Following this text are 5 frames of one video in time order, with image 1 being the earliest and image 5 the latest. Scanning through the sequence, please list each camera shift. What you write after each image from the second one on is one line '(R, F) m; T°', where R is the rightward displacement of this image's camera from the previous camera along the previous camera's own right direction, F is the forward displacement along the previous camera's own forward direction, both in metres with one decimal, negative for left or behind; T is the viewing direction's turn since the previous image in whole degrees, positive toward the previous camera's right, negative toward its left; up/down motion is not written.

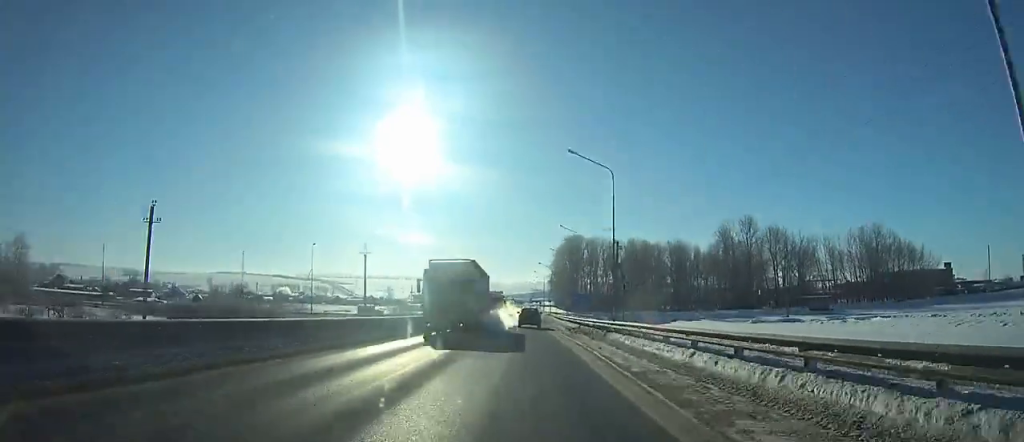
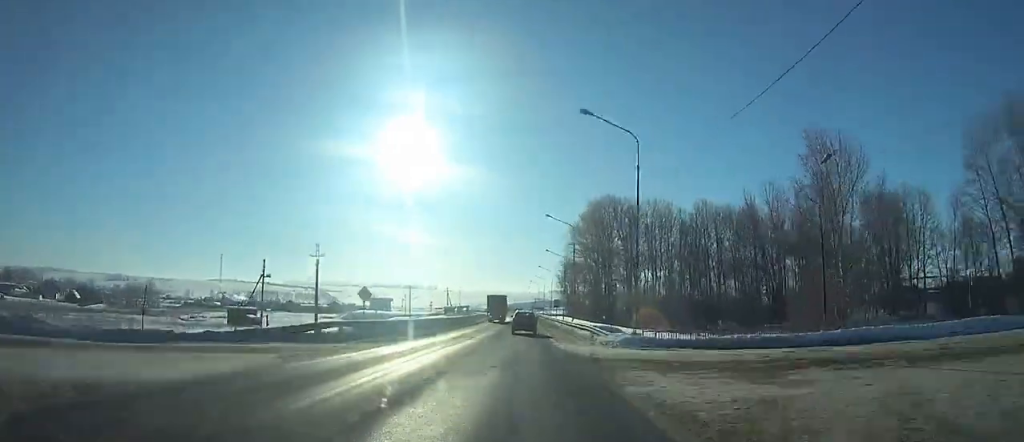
(-0.4, +89.5) m; 0°
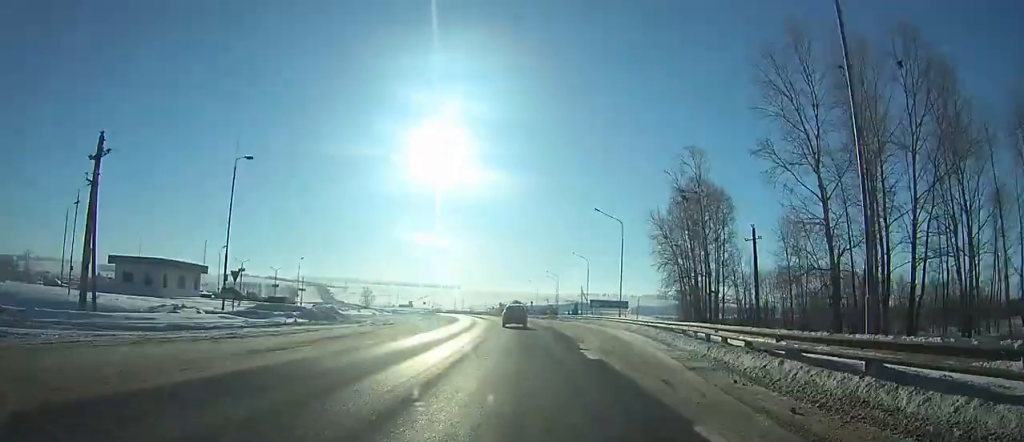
(-3.2, +165.9) m; -3°
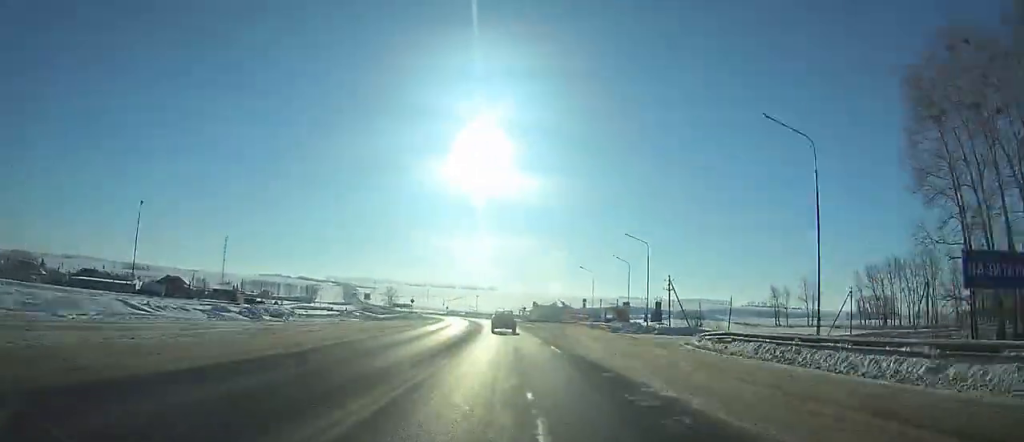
(+0.8, +63.3) m; -1°
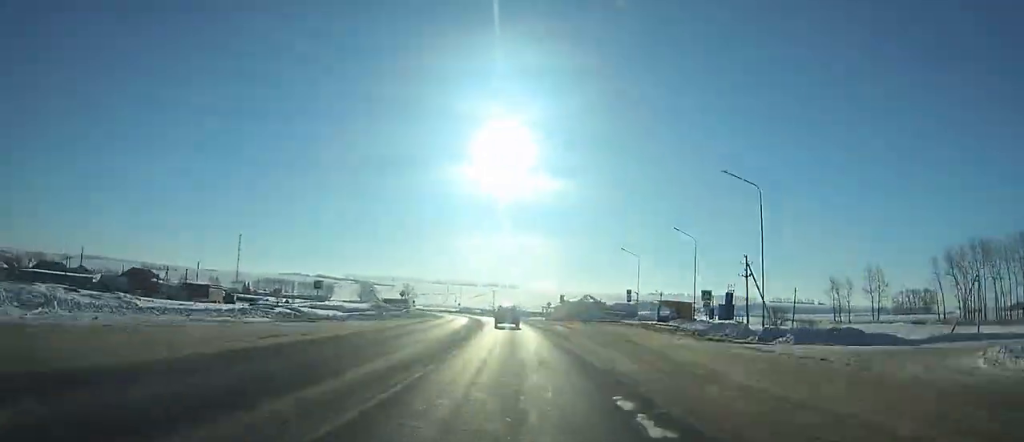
(+2.8, +25.2) m; -4°
